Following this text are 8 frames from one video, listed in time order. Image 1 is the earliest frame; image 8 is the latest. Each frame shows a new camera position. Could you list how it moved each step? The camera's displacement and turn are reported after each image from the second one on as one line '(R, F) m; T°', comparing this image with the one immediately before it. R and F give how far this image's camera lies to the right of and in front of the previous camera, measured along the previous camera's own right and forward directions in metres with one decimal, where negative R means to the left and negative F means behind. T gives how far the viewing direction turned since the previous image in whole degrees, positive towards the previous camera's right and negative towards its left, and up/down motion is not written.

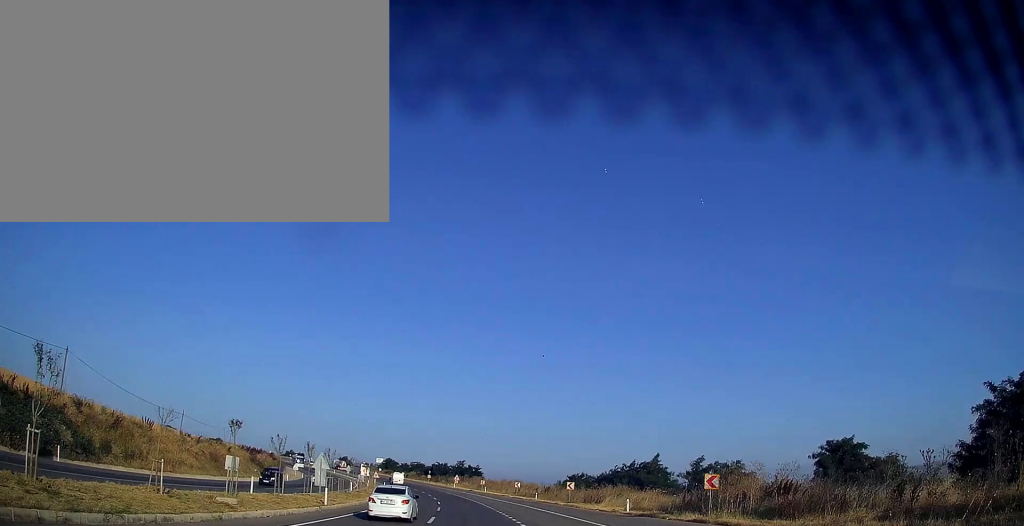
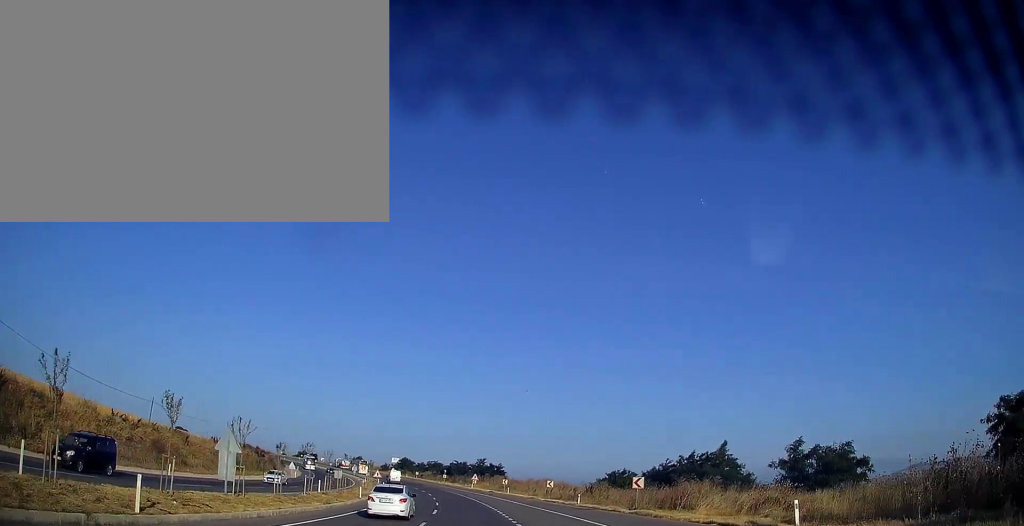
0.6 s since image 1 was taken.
(-0.5, +17.1) m; -2°
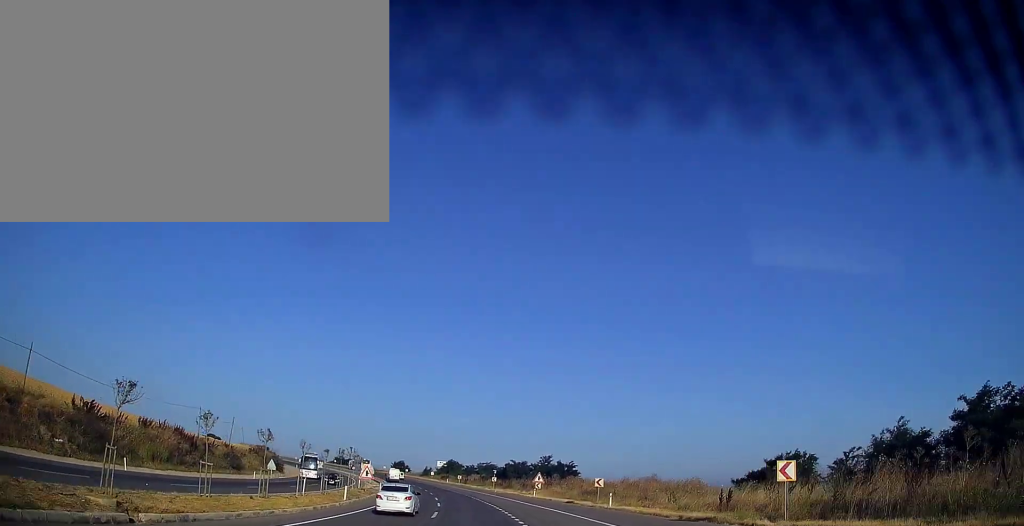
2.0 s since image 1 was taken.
(-1.8, +40.6) m; -5°
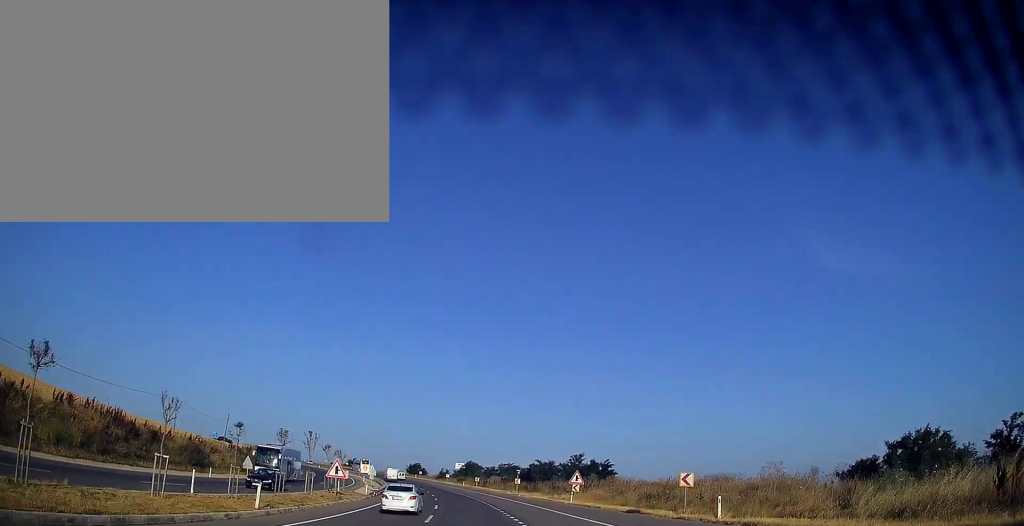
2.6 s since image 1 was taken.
(-0.4, +16.9) m; -2°
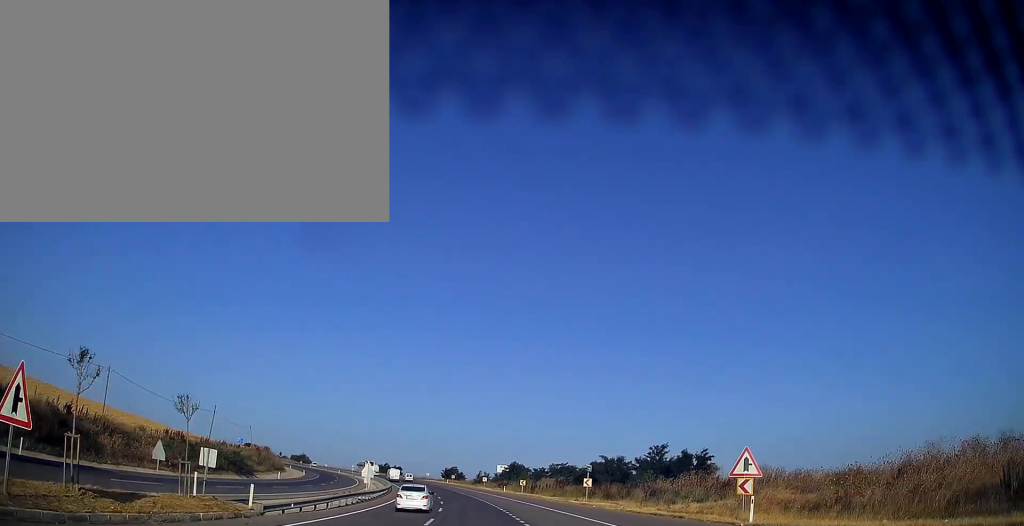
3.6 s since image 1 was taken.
(-1.0, +28.0) m; -4°
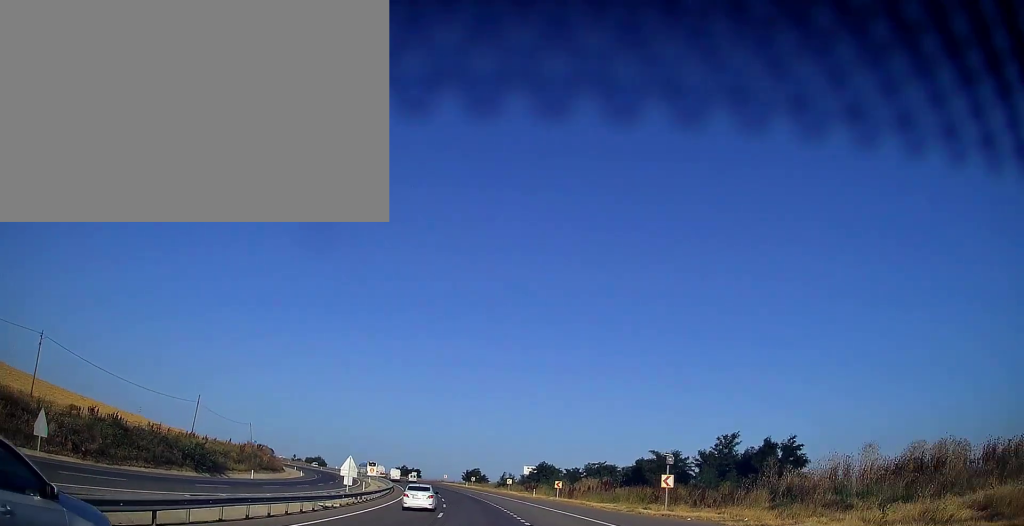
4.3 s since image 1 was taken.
(-0.5, +17.5) m; -3°
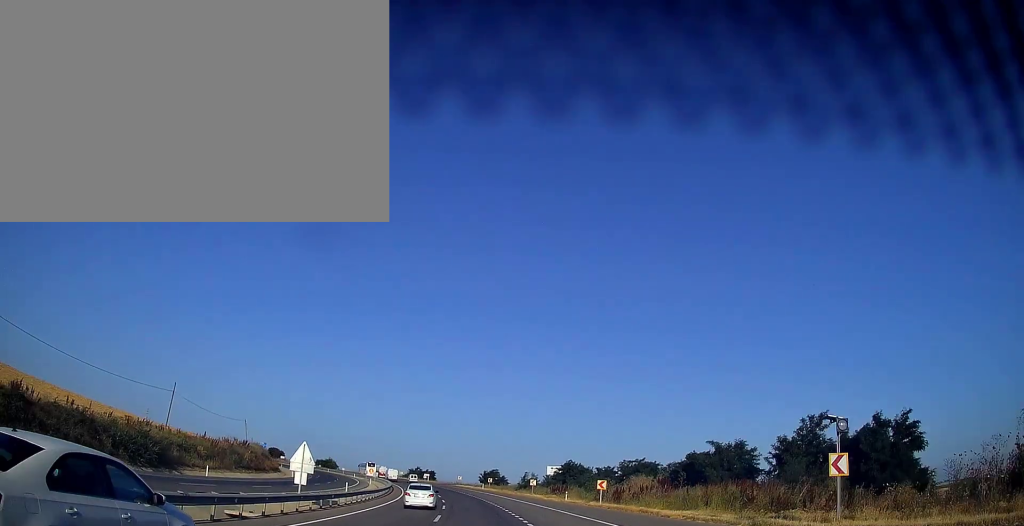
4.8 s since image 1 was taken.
(-0.2, +14.7) m; -2°
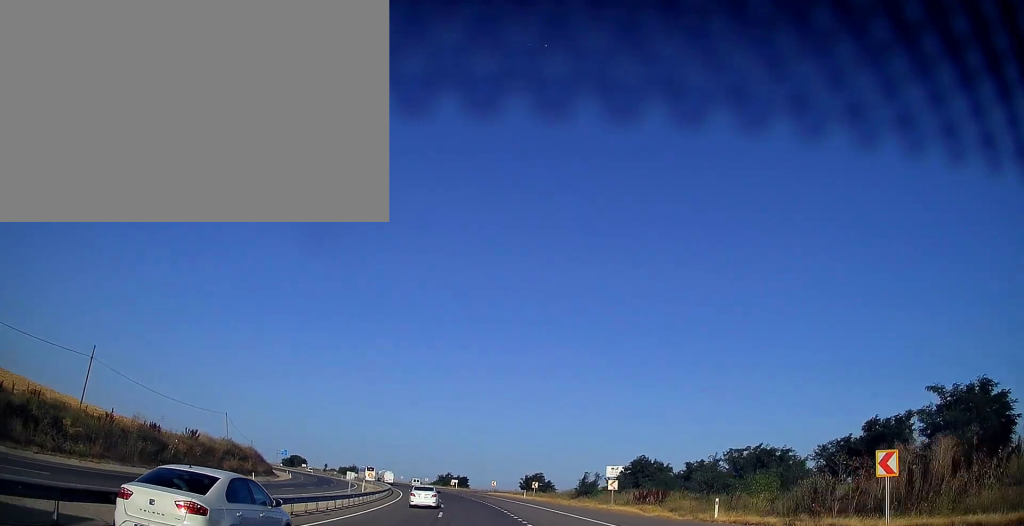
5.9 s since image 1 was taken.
(-0.8, +29.4) m; -4°
